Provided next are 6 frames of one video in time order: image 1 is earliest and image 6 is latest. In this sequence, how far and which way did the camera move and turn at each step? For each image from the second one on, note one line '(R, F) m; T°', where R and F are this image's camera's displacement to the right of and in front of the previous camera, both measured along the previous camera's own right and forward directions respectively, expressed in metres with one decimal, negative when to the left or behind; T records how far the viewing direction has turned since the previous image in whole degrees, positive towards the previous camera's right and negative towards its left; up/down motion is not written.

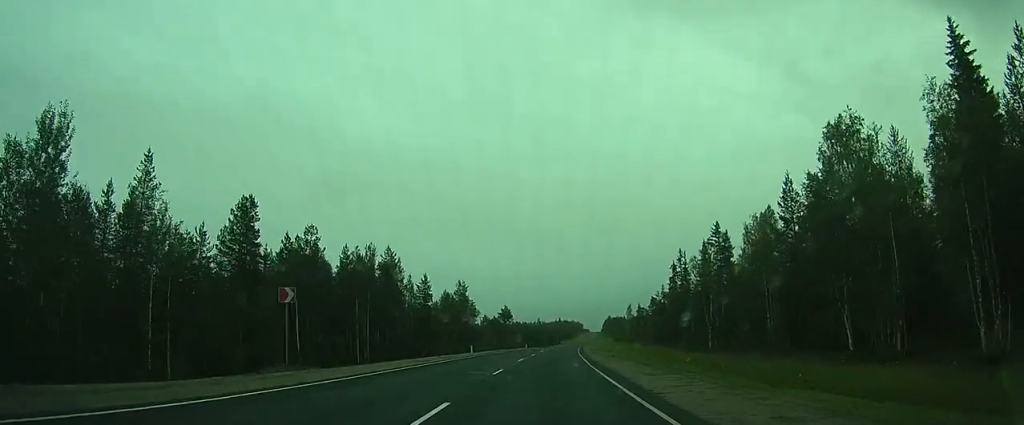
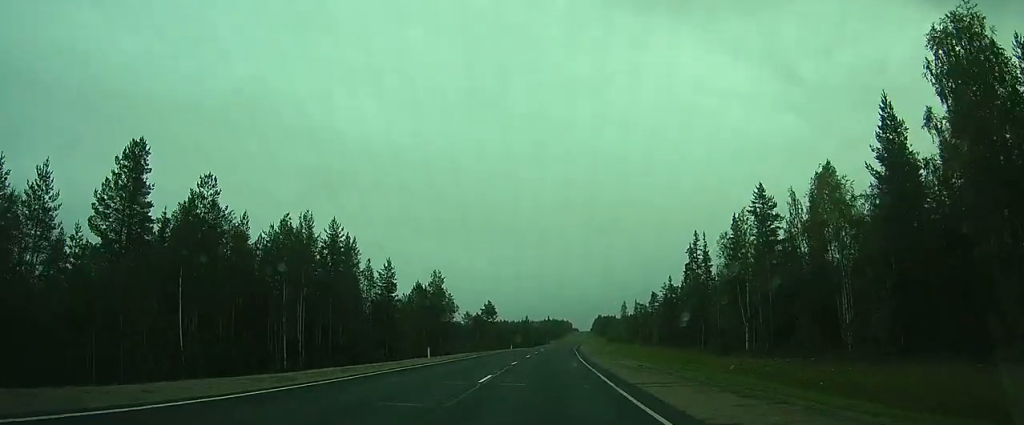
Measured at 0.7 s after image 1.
(+0.1, +13.0) m; +1°
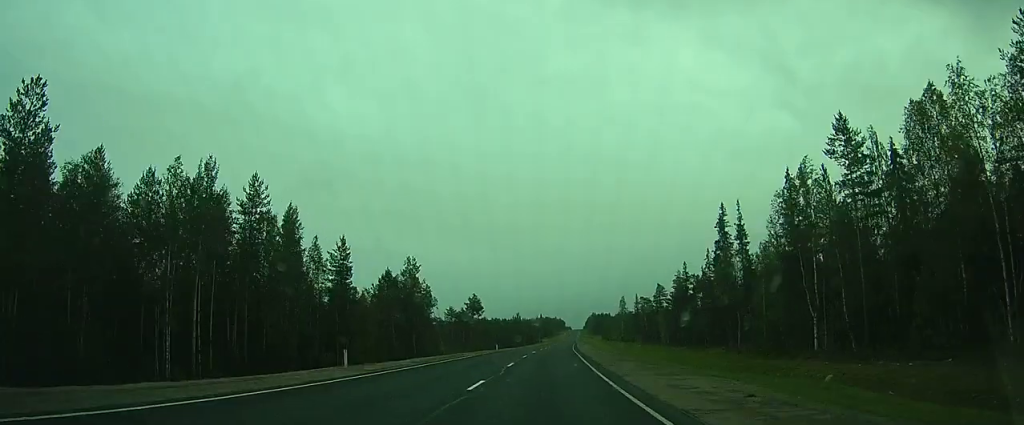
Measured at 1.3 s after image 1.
(0.0, +12.5) m; +1°
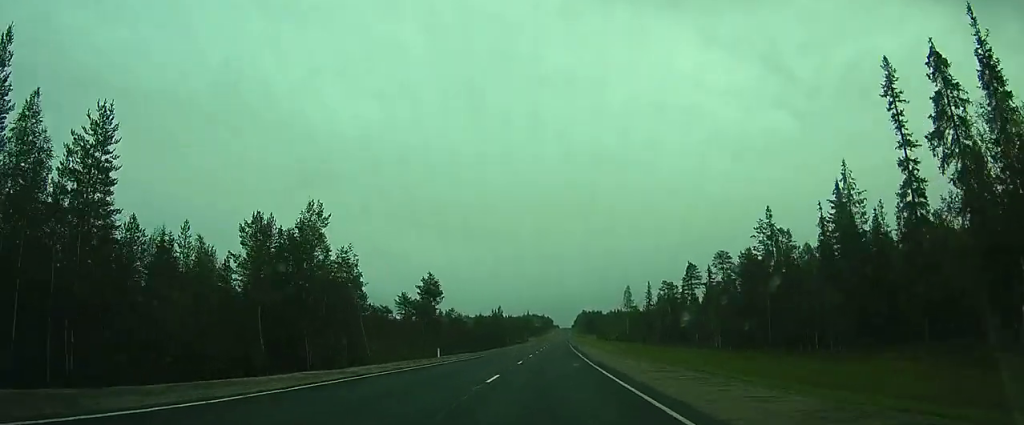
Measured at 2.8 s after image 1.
(+0.3, +29.6) m; +1°
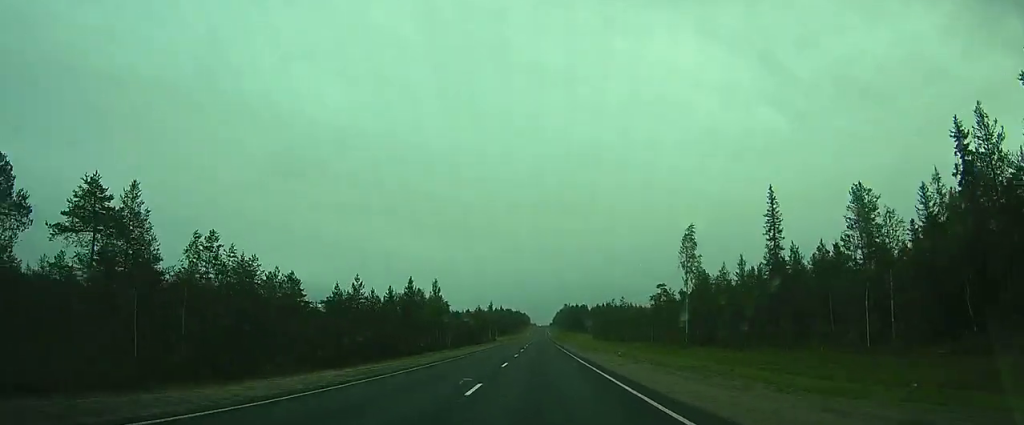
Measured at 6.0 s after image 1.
(+2.4, +73.0) m; +3°
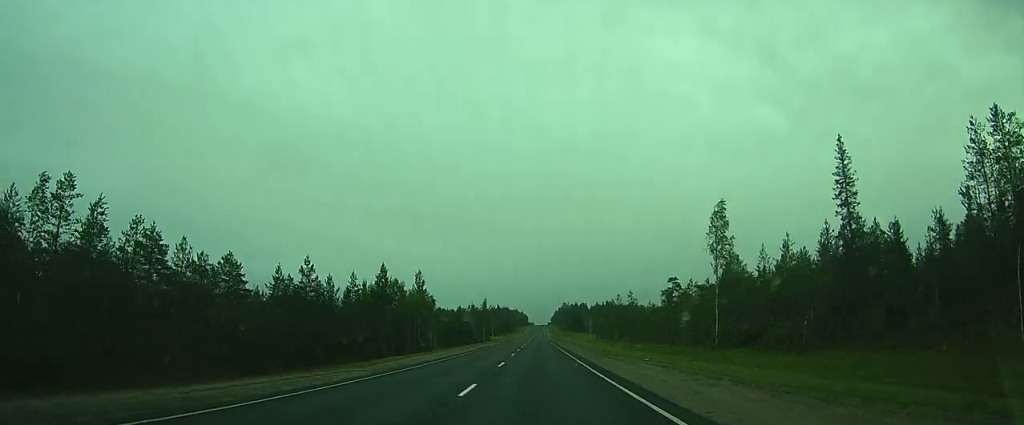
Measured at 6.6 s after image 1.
(0.0, +12.7) m; 0°
